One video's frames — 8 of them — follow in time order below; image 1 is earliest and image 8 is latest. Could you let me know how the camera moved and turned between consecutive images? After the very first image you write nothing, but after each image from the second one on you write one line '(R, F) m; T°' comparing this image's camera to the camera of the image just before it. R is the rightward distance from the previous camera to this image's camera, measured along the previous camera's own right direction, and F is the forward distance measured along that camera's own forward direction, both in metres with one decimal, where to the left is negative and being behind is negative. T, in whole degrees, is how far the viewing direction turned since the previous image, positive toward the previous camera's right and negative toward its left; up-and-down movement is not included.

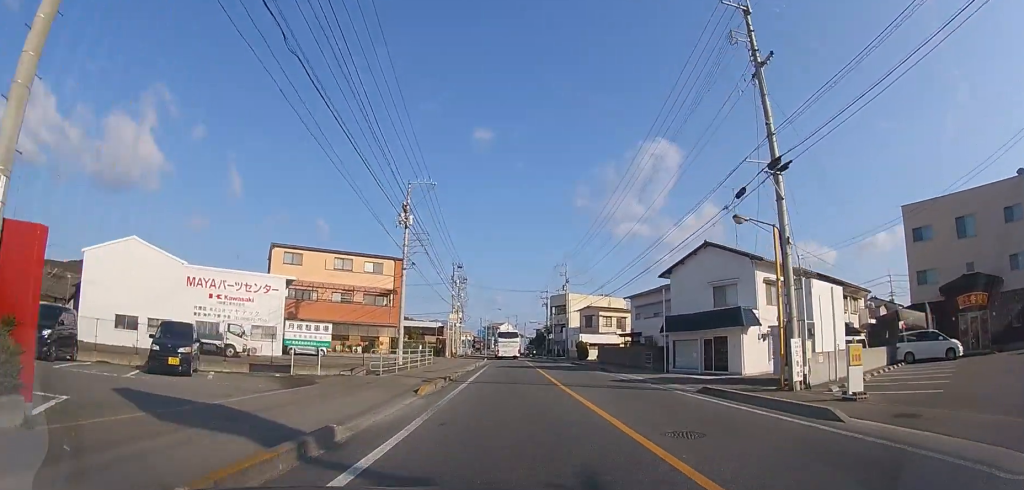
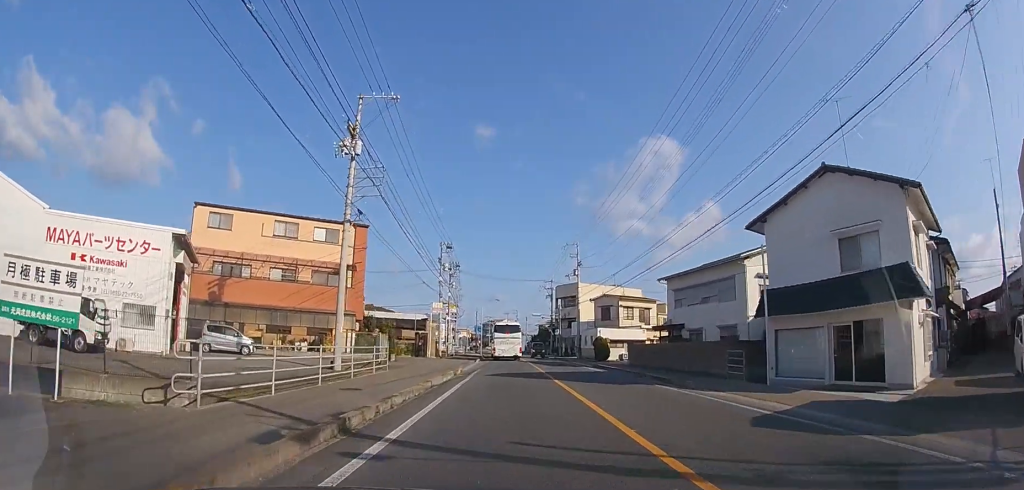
(0.0, +12.2) m; 0°
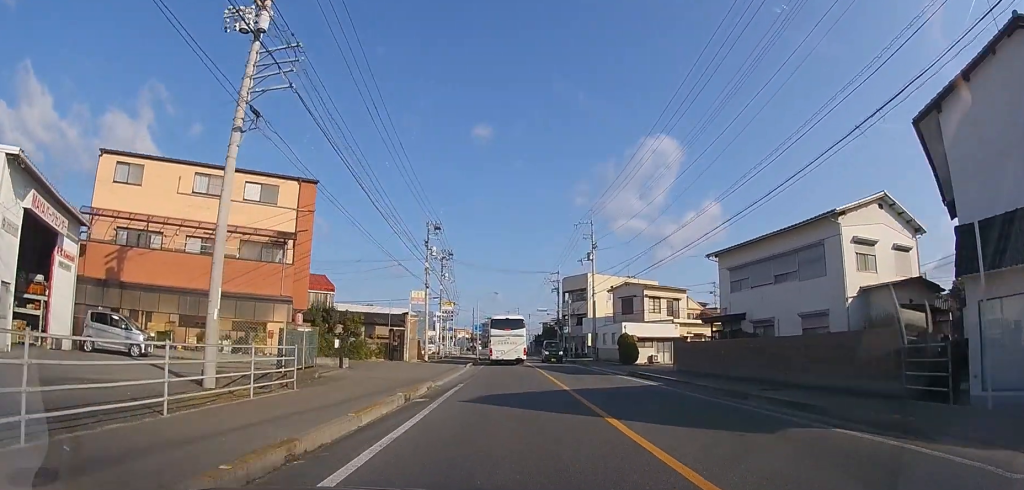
(-0.1, +9.2) m; 0°
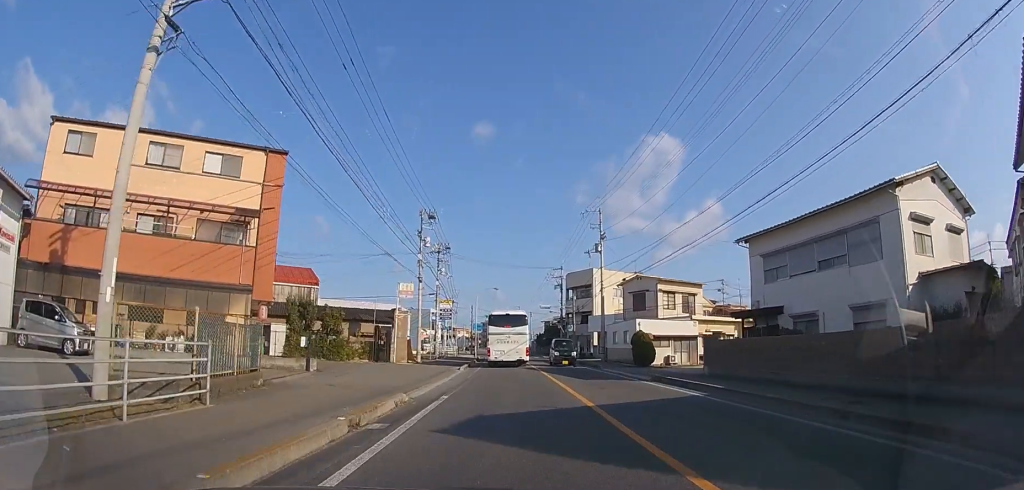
(0.0, +3.5) m; 0°
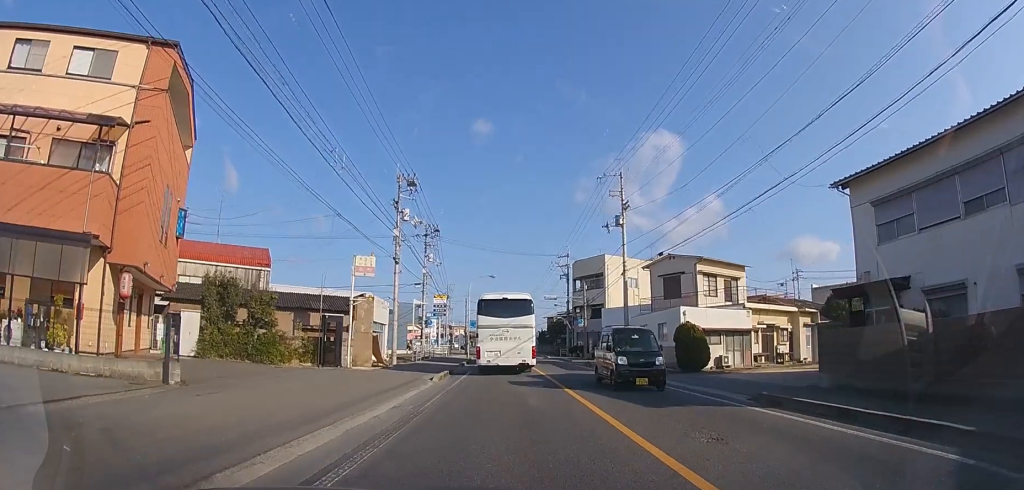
(0.0, +8.2) m; 0°
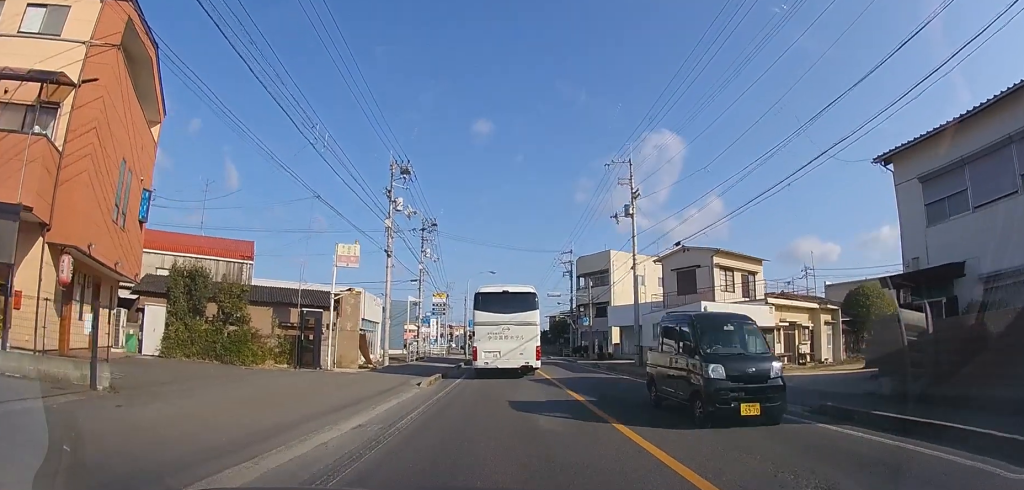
(0.0, +2.7) m; 0°
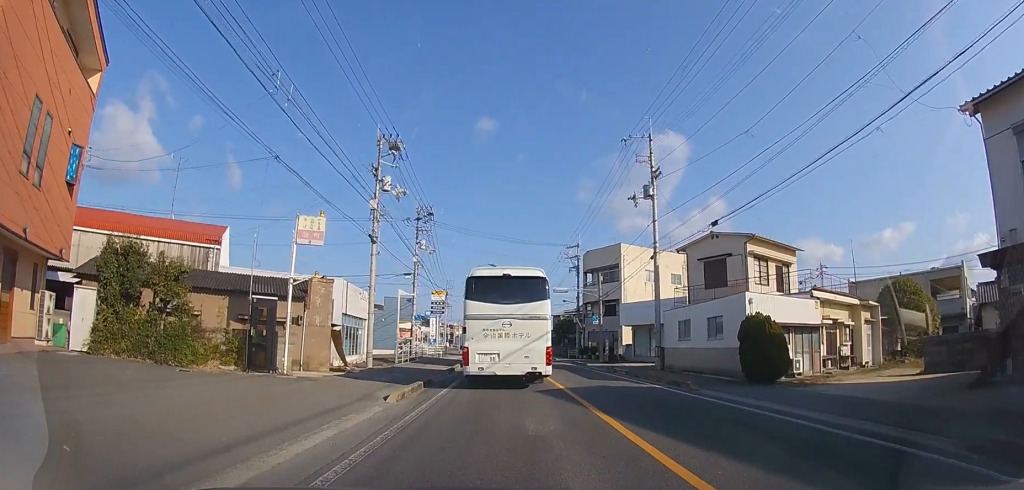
(0.0, +3.9) m; +1°
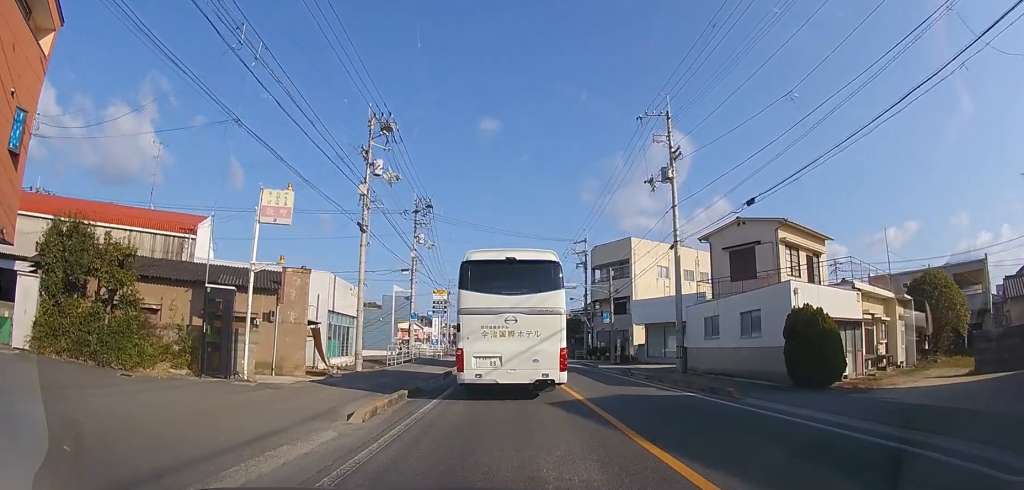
(0.0, +3.0) m; 0°
